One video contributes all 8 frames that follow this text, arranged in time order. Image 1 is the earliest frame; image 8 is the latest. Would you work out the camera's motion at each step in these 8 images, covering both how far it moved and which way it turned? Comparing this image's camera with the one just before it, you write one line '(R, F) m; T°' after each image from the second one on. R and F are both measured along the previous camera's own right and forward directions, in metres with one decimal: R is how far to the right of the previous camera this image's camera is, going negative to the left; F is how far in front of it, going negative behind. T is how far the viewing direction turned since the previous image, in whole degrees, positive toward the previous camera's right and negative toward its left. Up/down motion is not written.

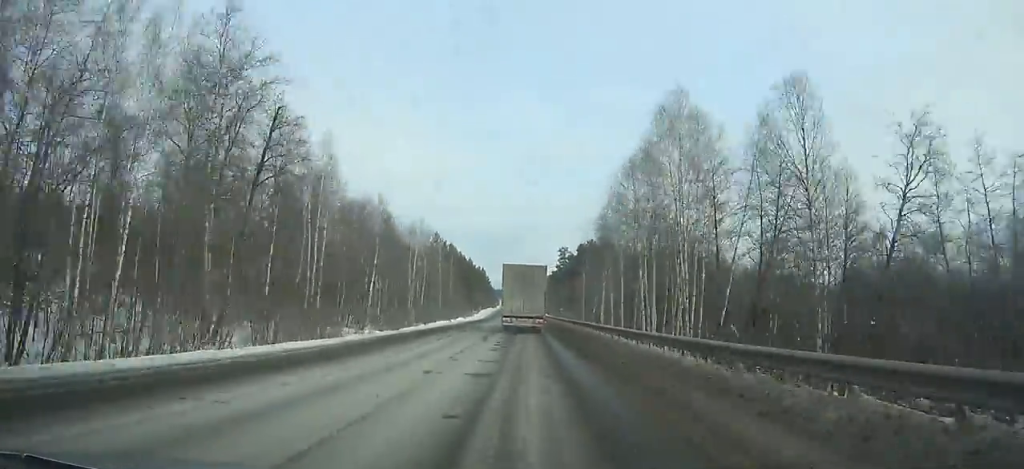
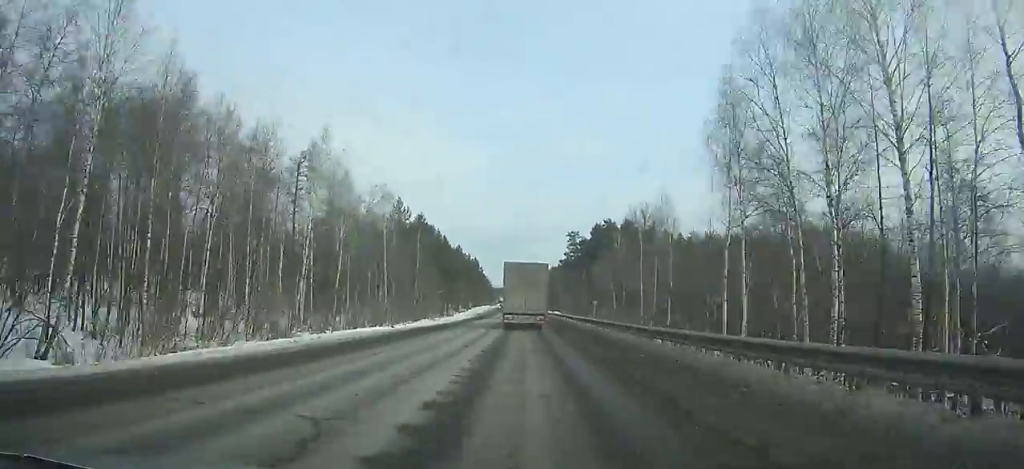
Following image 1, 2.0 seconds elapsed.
(-0.4, +44.3) m; -1°
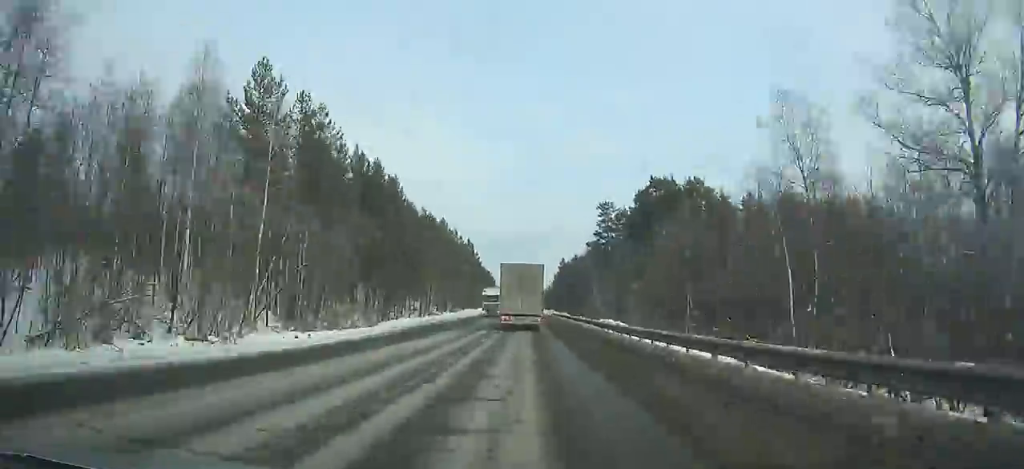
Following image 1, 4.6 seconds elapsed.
(-0.6, +57.4) m; -1°
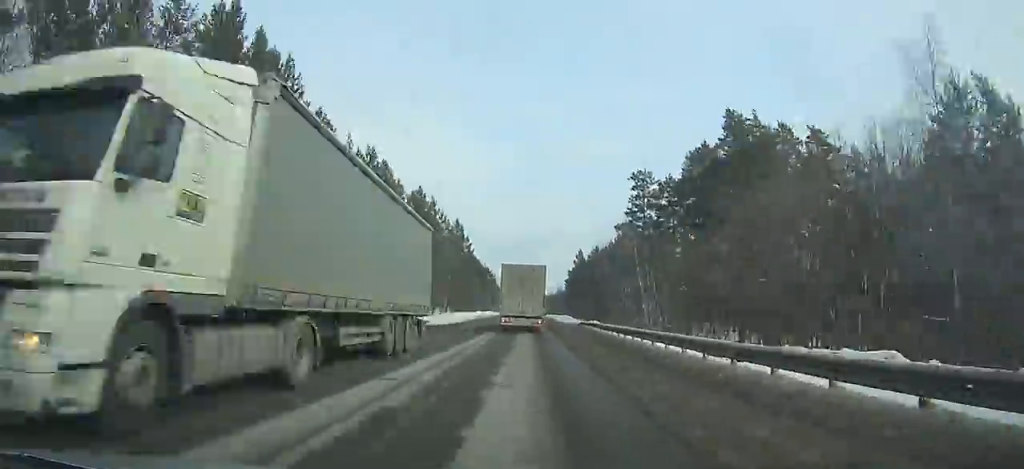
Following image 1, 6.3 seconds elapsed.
(-0.2, +37.3) m; -1°
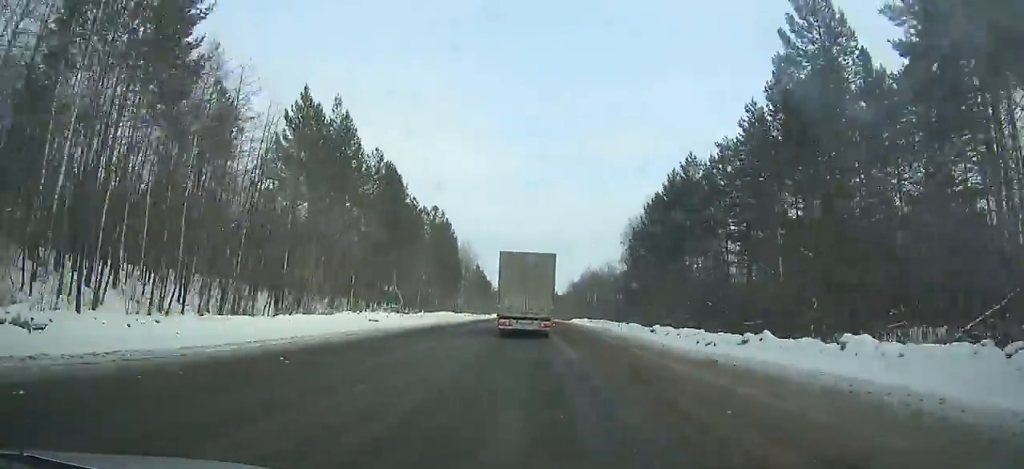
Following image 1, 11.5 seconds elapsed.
(-0.4, +111.6) m; 0°
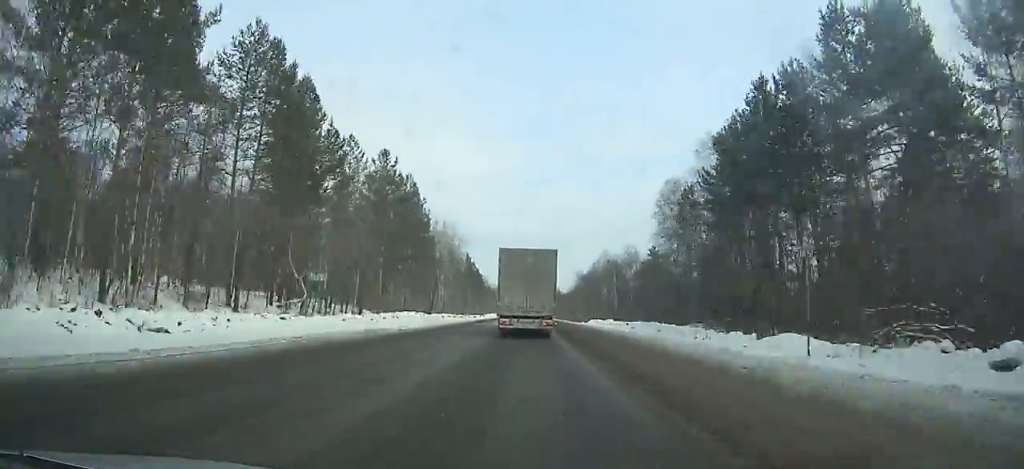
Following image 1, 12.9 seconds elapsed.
(0.0, +29.3) m; 0°
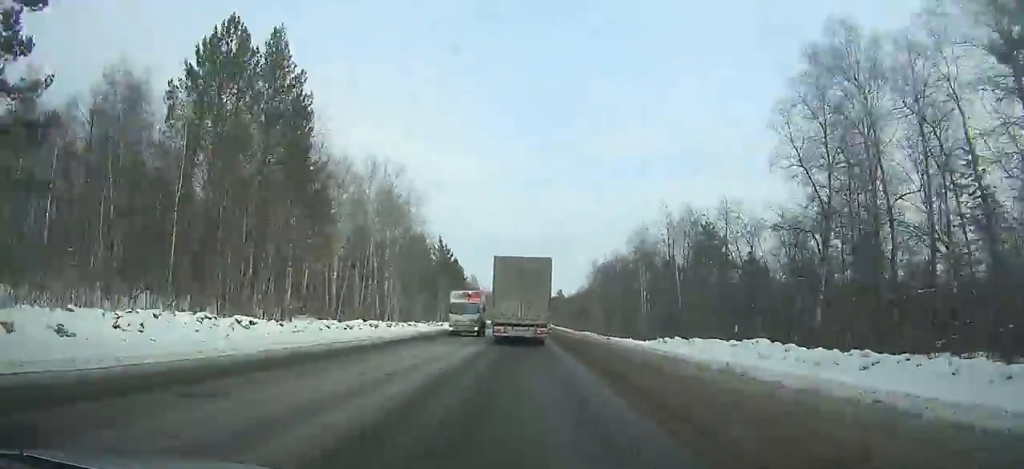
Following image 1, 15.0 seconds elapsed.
(+0.1, +43.6) m; 0°
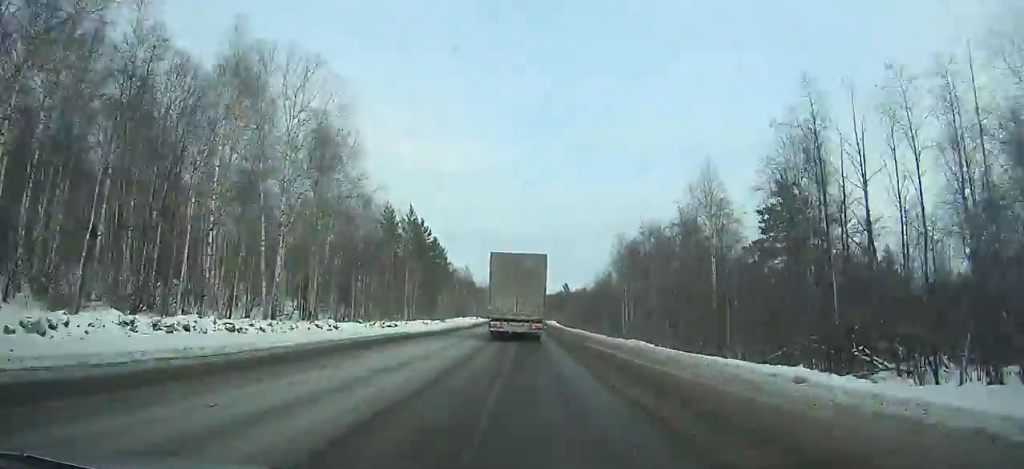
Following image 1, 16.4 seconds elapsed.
(-0.1, +28.7) m; 0°
